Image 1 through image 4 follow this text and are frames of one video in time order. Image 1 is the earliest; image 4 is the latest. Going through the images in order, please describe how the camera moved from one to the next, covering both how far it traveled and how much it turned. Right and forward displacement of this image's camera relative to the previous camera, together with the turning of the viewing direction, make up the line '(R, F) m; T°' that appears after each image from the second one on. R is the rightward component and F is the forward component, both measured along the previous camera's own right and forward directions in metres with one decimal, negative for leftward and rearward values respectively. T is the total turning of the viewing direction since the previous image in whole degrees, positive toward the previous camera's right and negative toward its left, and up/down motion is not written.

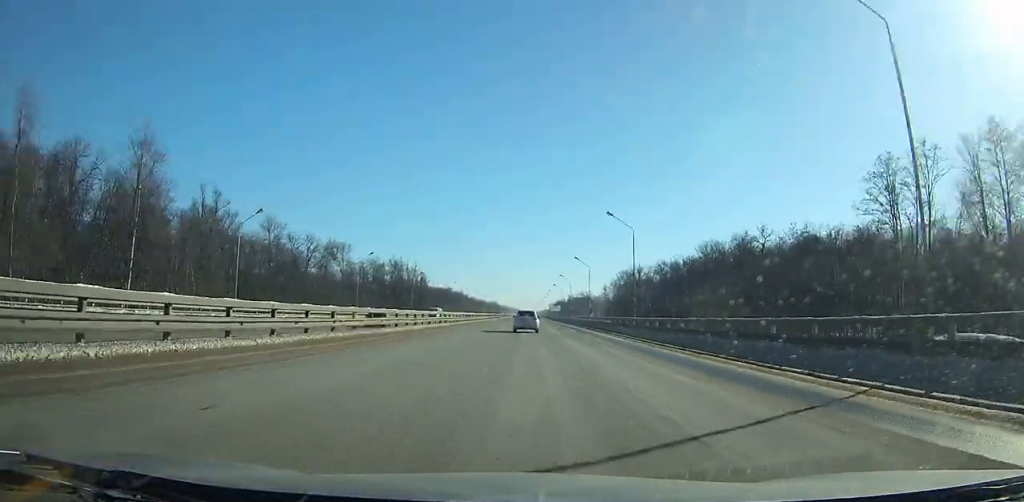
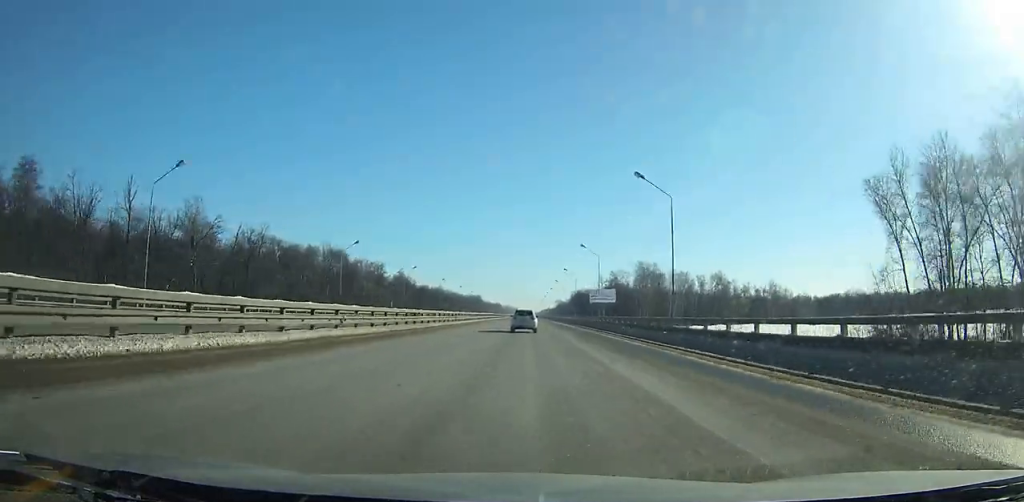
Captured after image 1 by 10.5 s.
(+0.8, +245.8) m; 0°
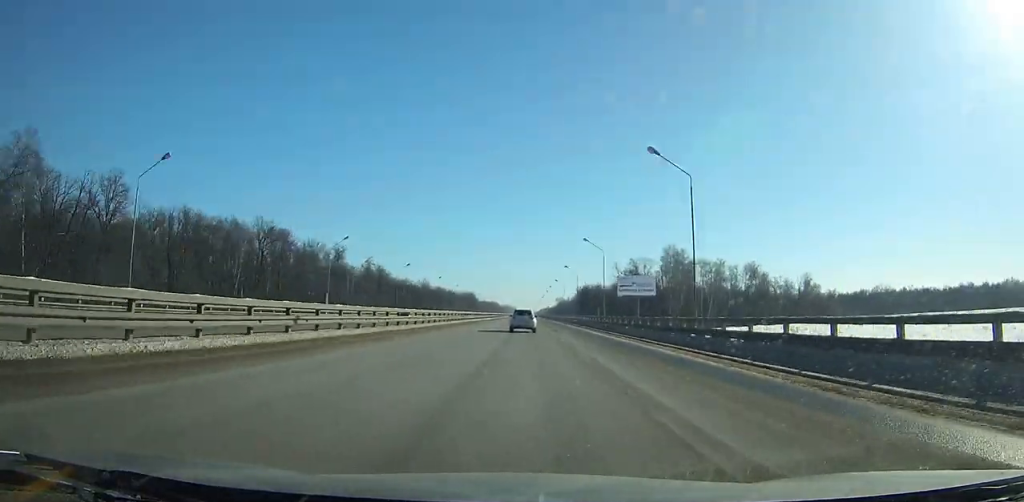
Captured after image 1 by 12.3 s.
(0.0, +43.2) m; 0°
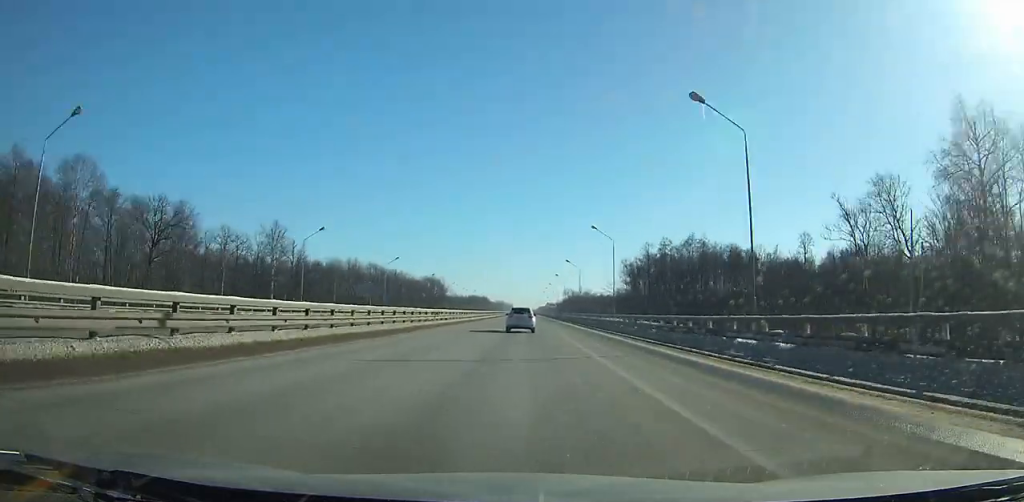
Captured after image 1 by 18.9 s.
(-0.1, +154.4) m; 0°
